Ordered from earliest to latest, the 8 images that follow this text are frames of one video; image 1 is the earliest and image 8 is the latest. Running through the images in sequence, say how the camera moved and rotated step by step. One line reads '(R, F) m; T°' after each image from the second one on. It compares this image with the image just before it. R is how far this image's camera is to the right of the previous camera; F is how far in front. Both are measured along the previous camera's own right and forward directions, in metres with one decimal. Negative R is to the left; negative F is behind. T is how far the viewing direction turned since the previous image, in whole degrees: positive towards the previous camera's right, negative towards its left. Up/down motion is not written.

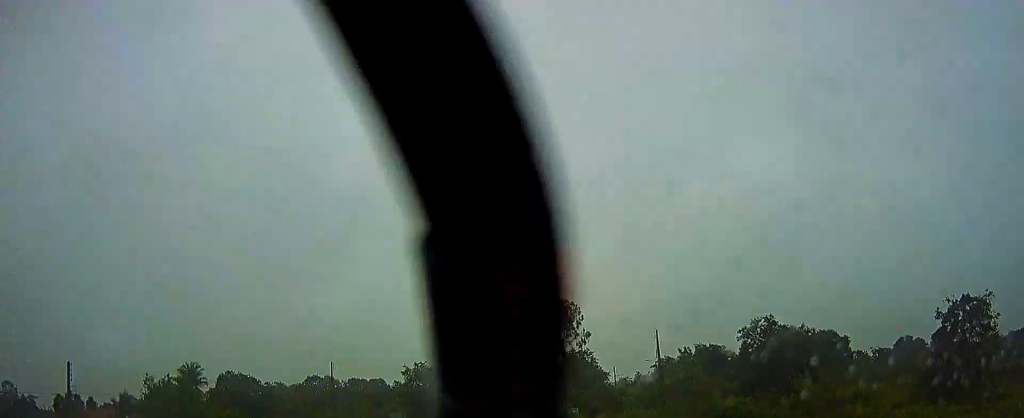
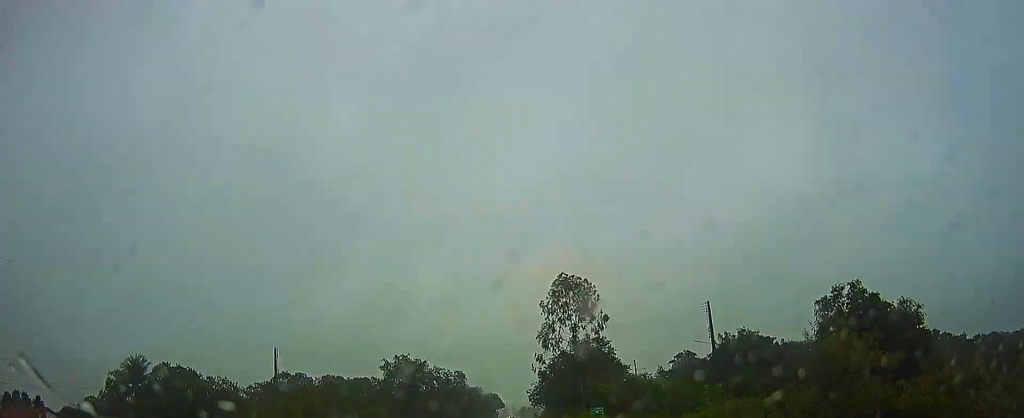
(0.0, +15.9) m; +1°
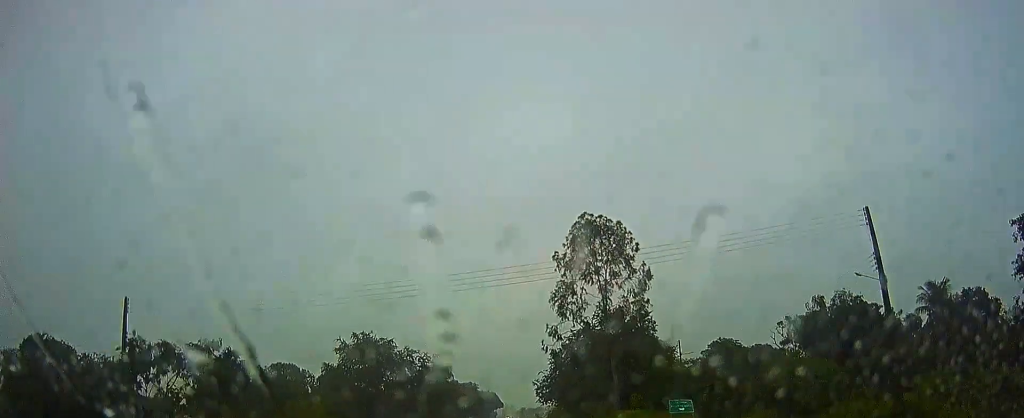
(0.0, +21.4) m; 0°
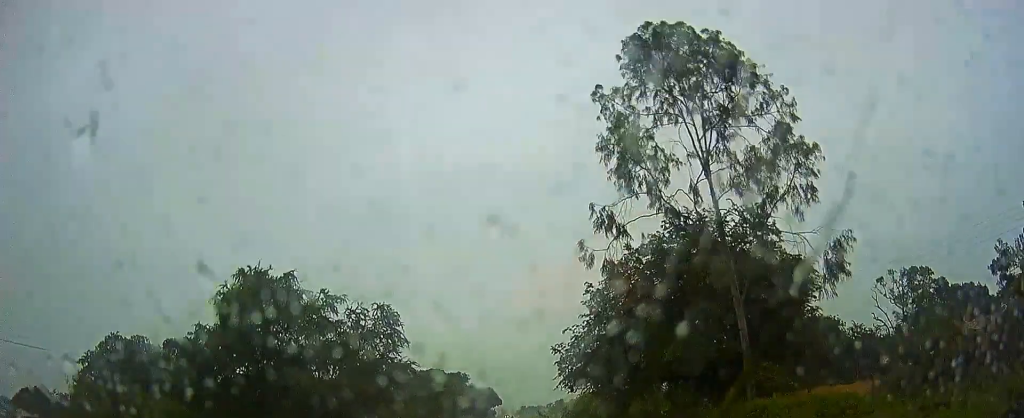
(+0.4, +25.6) m; 0°
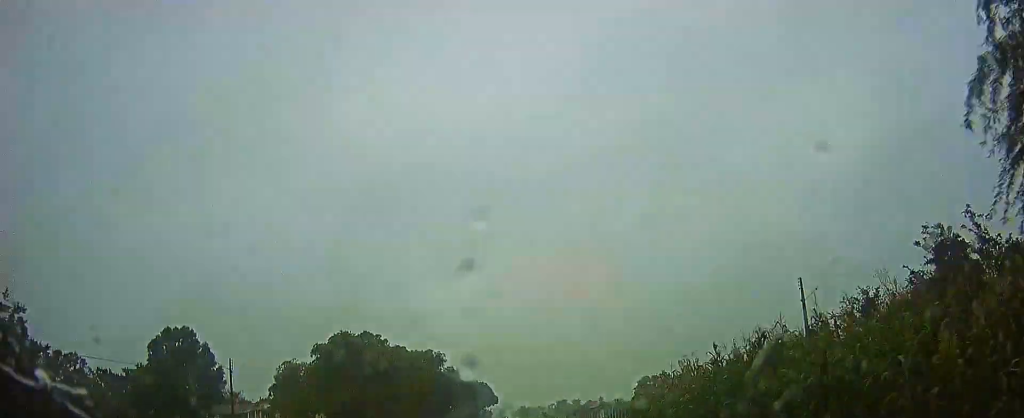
(-0.5, +34.1) m; -1°
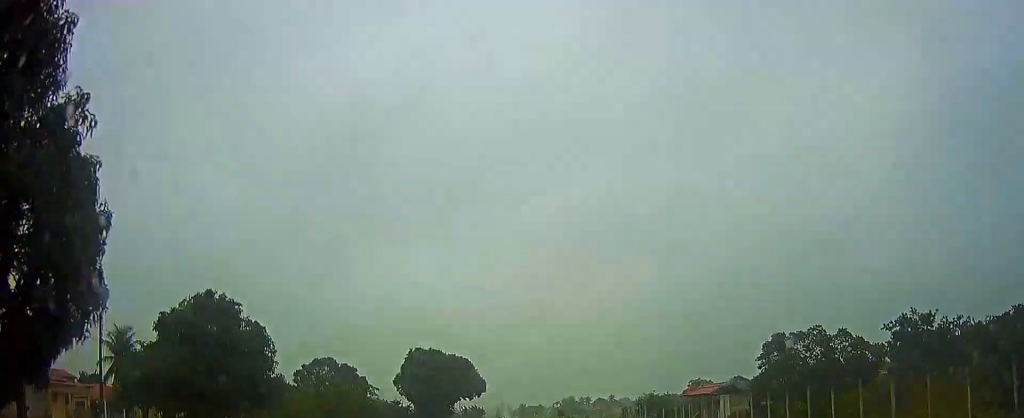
(0.0, +59.0) m; 0°
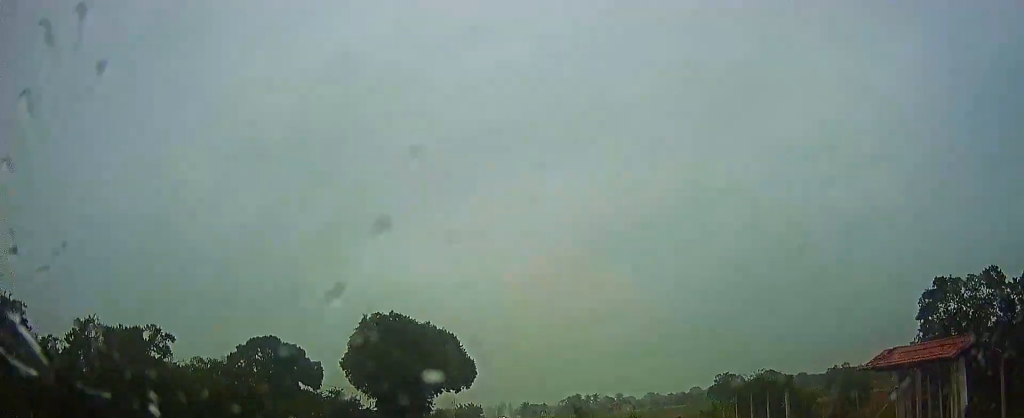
(+0.1, +25.0) m; +1°
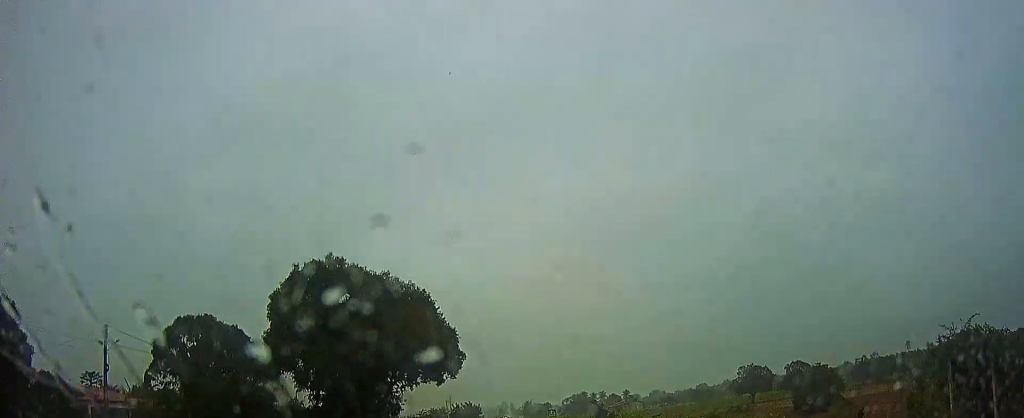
(0.0, +17.3) m; +1°
